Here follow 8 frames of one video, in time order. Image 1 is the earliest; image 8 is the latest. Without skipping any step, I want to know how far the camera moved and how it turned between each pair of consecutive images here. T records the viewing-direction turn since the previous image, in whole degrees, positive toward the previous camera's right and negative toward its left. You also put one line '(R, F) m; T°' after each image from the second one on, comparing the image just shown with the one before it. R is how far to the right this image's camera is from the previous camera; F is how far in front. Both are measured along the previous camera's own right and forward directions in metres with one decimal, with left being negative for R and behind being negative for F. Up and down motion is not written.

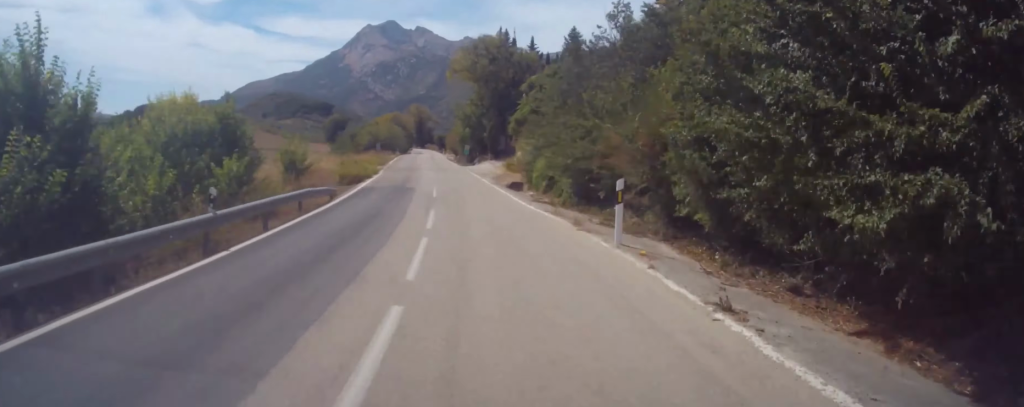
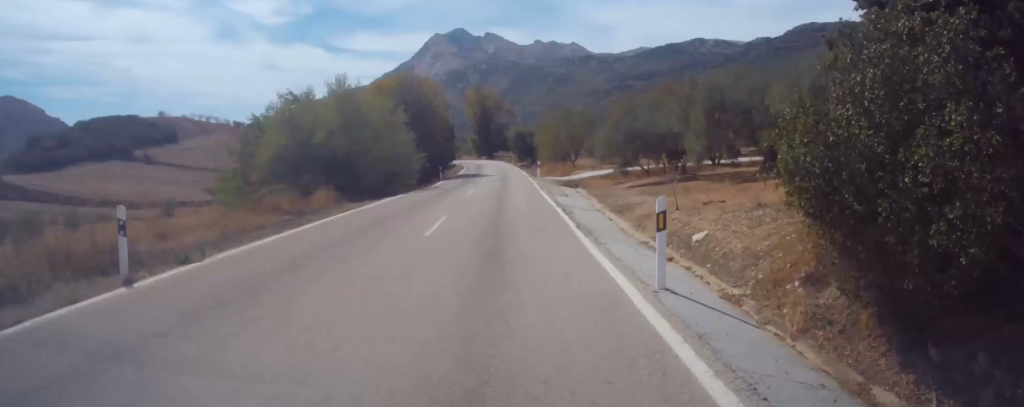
(+0.9, +95.2) m; -5°
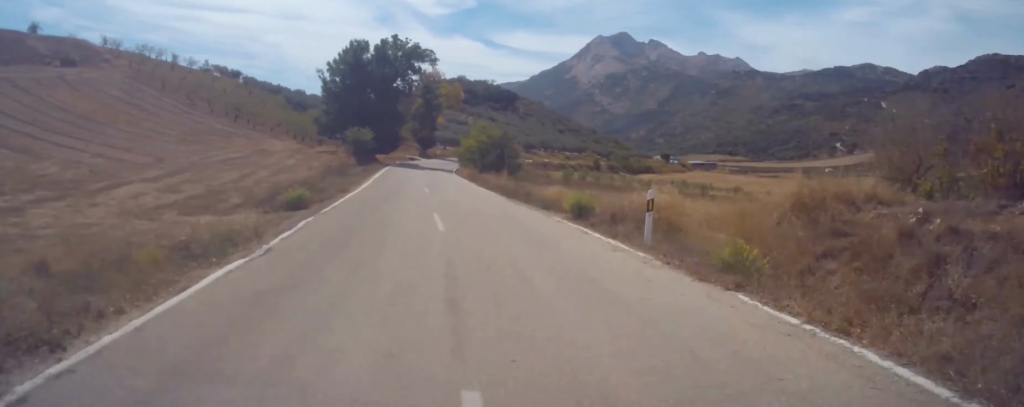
(-13.9, +120.4) m; -2°
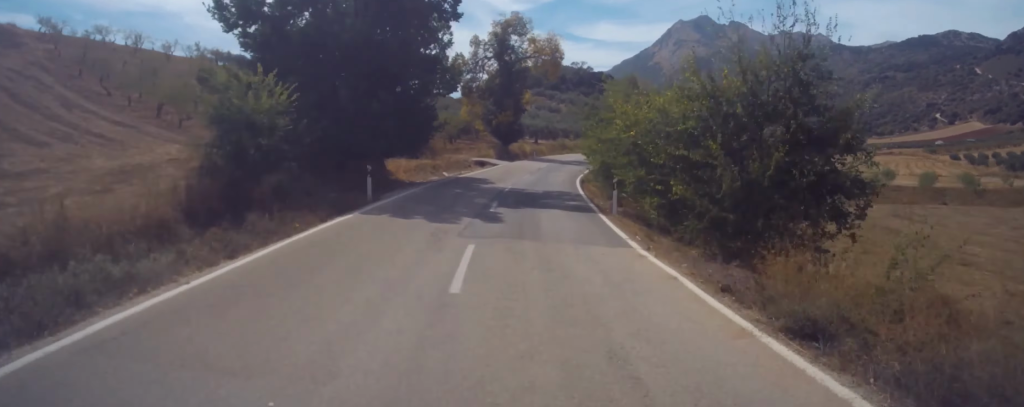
(+3.1, +59.9) m; +4°
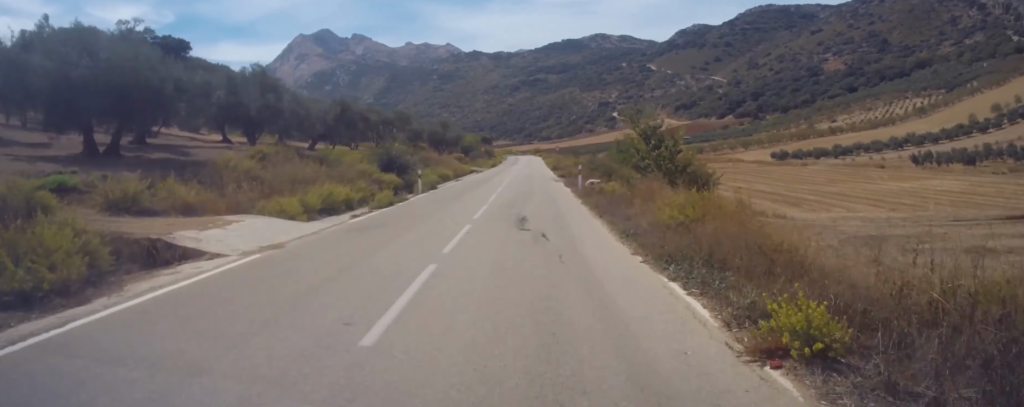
(+12.6, +138.1) m; +9°
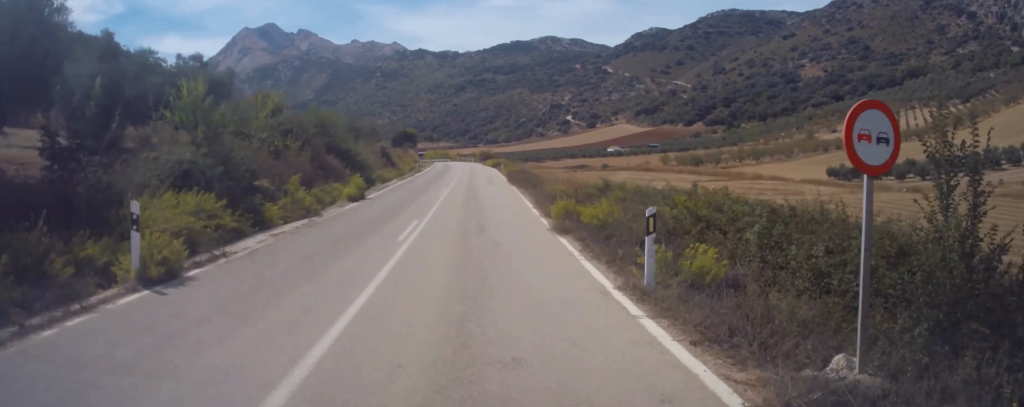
(+8.8, +68.9) m; +2°
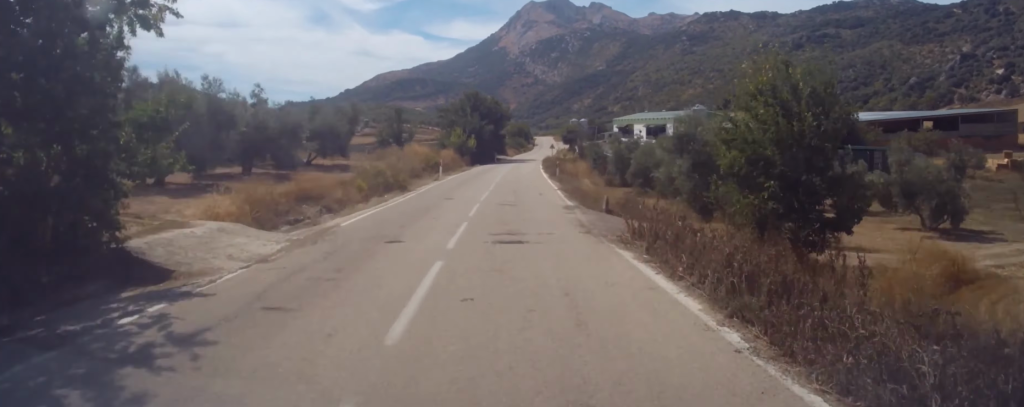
(-51.7, +308.0) m; -14°
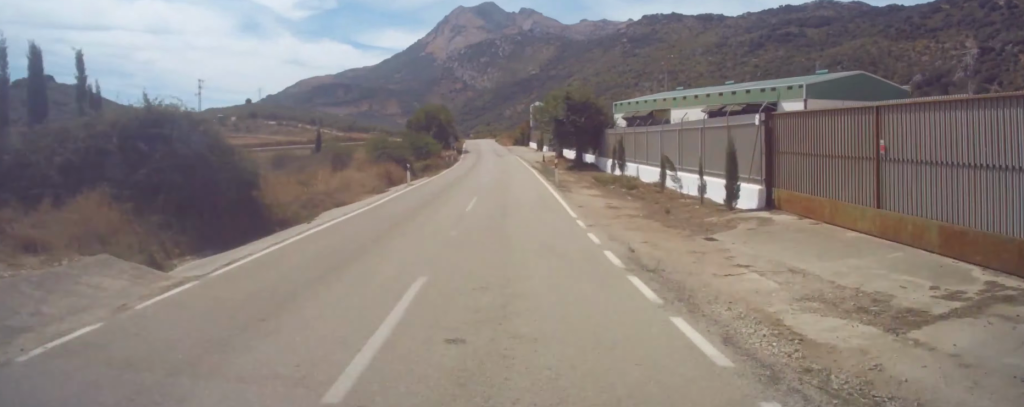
(+2.0, +103.9) m; +1°
